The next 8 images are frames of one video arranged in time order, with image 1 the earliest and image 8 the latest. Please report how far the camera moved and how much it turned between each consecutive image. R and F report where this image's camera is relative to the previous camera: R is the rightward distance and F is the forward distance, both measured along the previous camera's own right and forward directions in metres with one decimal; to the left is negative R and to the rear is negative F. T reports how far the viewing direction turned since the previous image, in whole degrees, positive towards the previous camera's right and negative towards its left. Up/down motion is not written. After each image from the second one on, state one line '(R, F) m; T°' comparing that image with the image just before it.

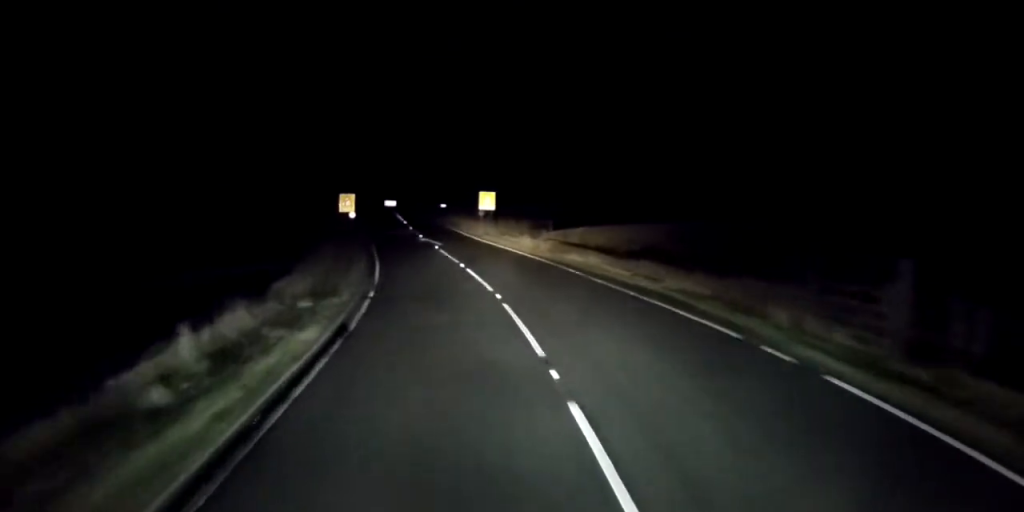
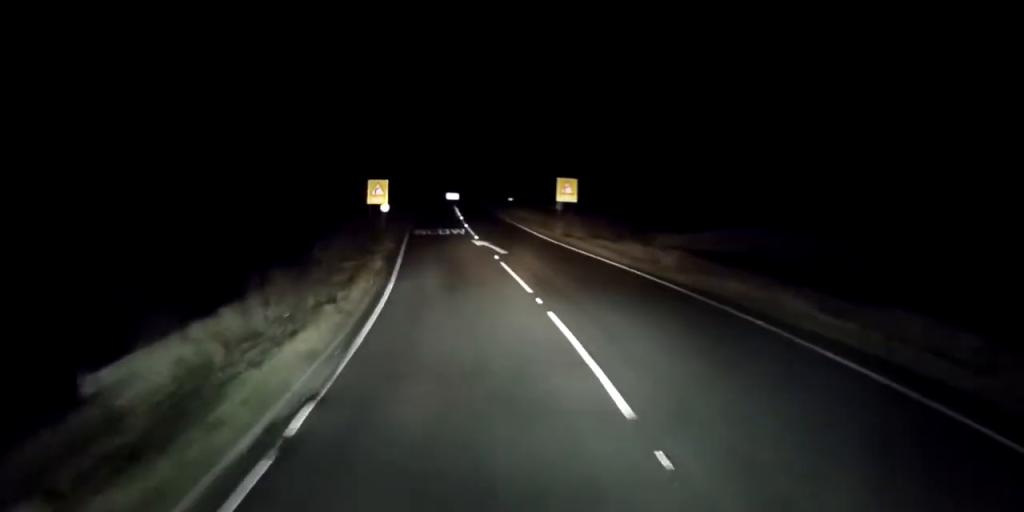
(-0.8, +12.7) m; -5°
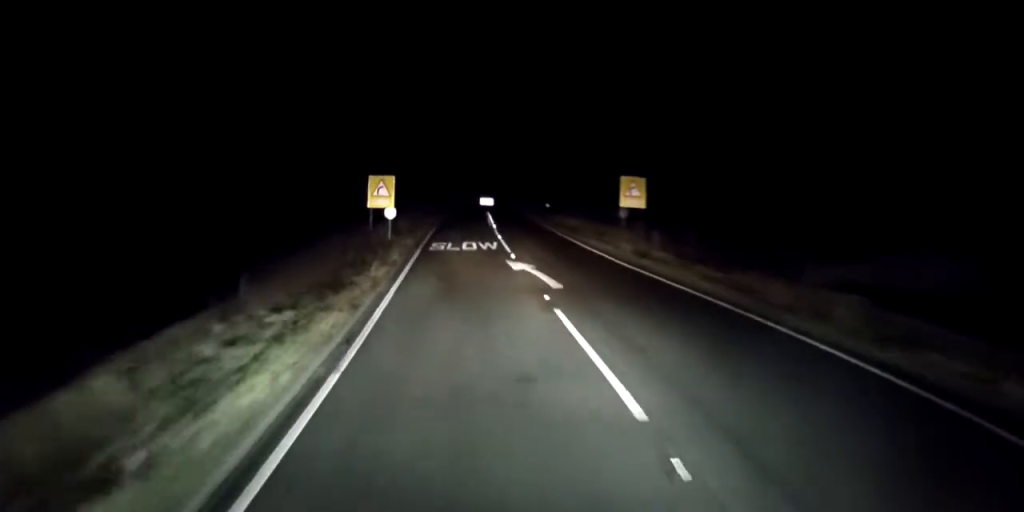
(-0.2, +9.3) m; -2°
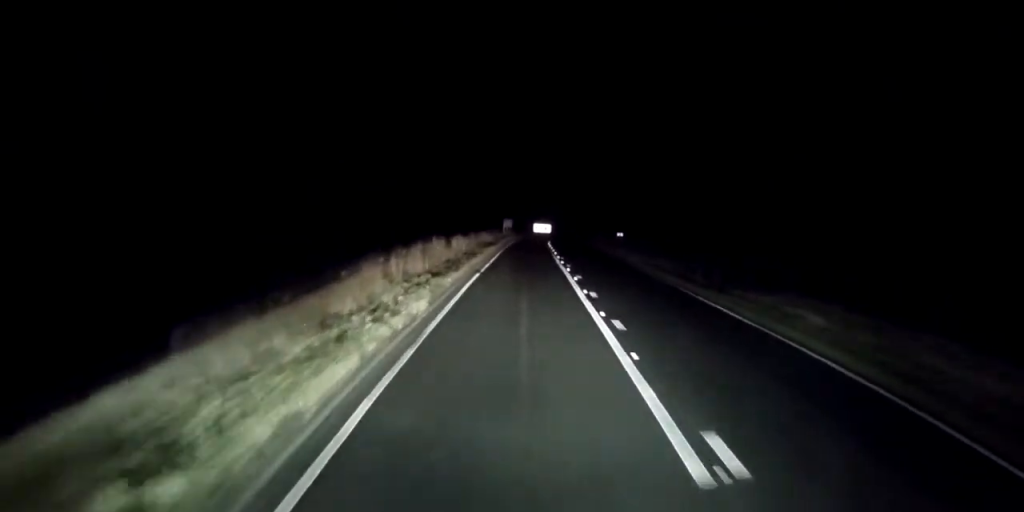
(-0.2, +36.0) m; 0°
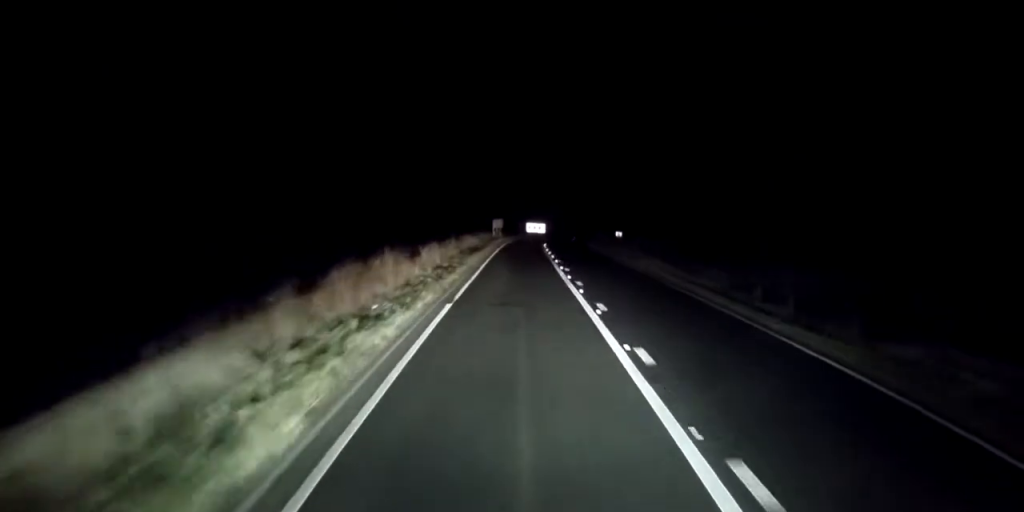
(0.0, +8.2) m; 0°
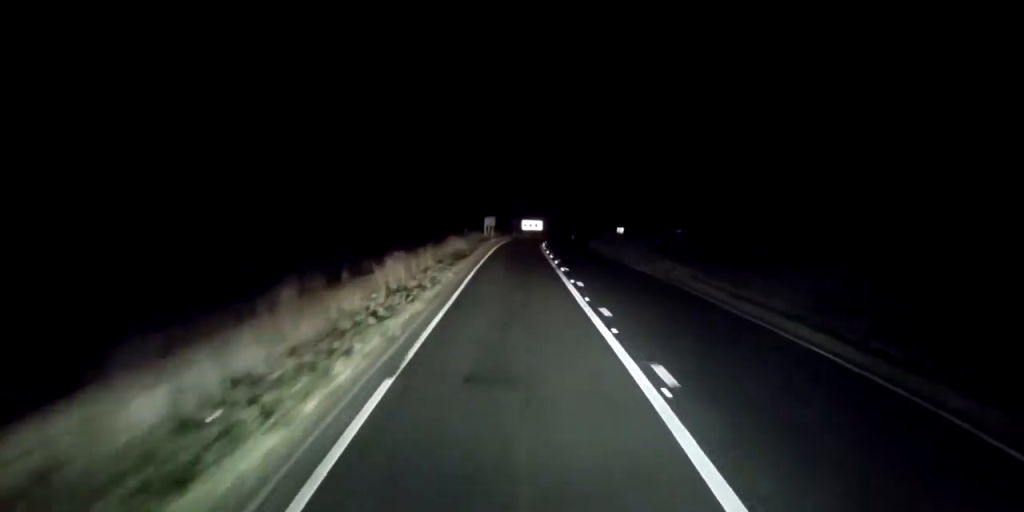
(0.0, +7.3) m; 0°
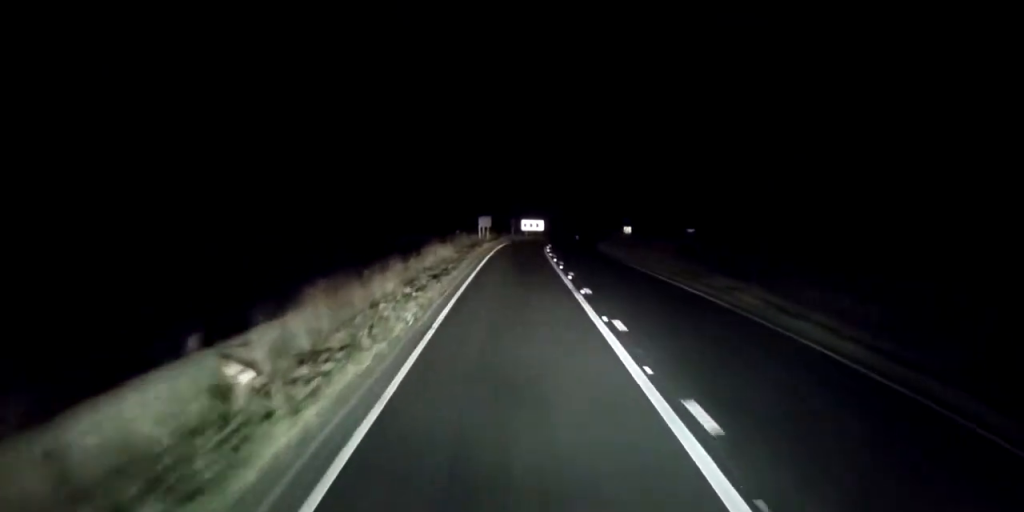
(0.0, +7.7) m; +1°
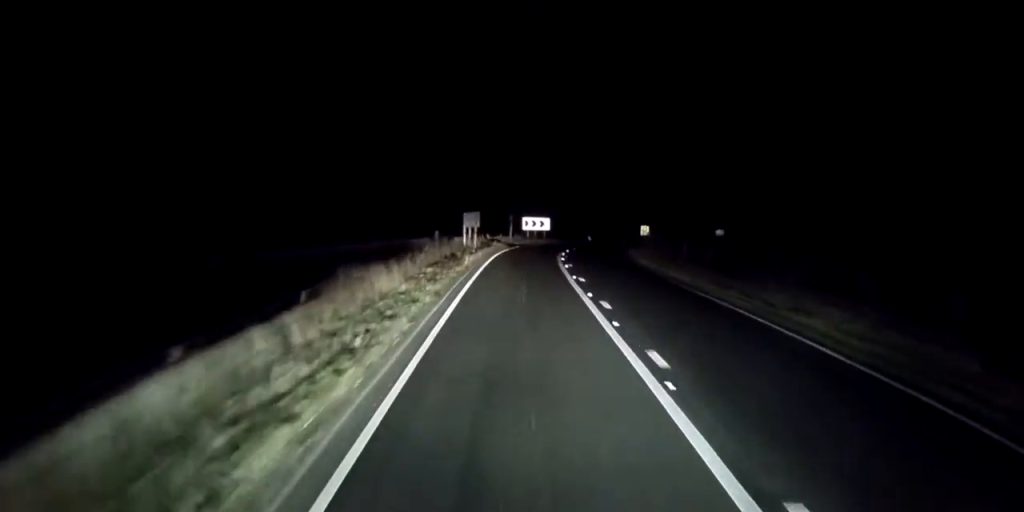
(+0.2, +14.7) m; +1°
